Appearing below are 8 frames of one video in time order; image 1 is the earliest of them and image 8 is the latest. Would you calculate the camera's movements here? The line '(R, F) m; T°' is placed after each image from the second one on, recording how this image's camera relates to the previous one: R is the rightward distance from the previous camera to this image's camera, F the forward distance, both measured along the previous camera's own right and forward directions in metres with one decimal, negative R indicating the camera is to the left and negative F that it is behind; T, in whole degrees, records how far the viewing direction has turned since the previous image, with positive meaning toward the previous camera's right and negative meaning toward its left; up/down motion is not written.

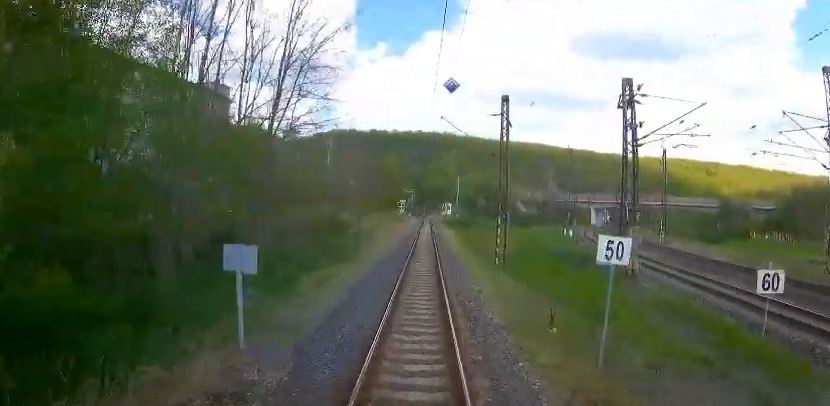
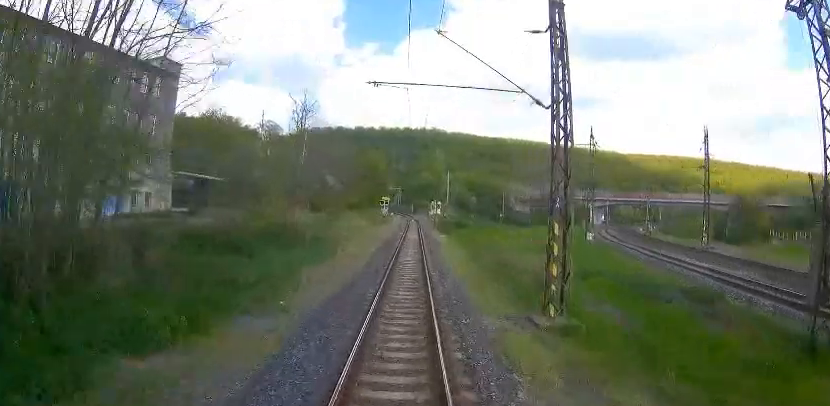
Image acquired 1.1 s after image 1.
(0.0, +11.3) m; -1°
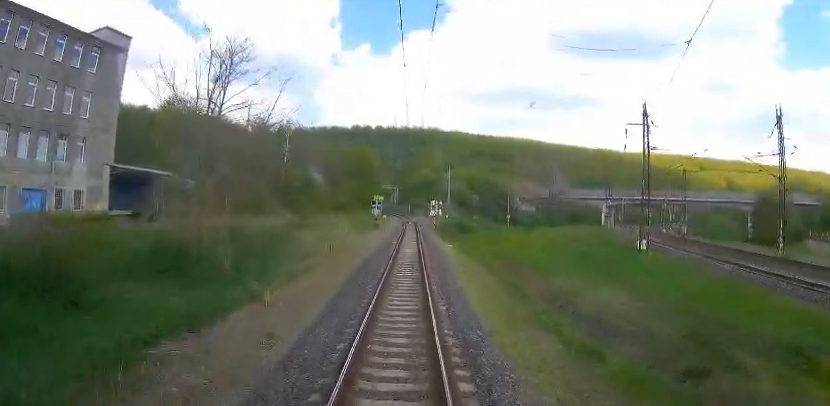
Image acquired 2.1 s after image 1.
(-0.1, +11.2) m; 0°
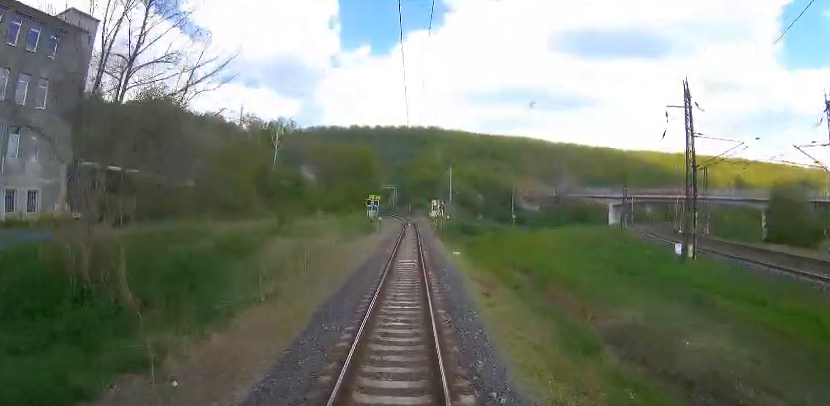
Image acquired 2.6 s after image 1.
(+0.1, +5.8) m; 0°
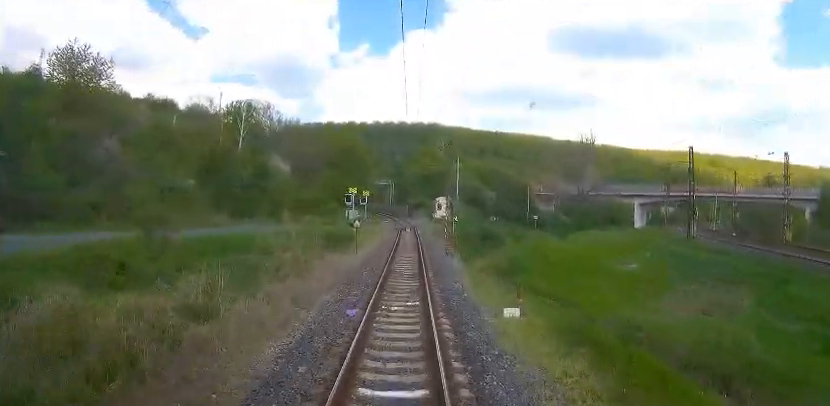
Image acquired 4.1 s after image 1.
(+0.1, +16.5) m; +2°
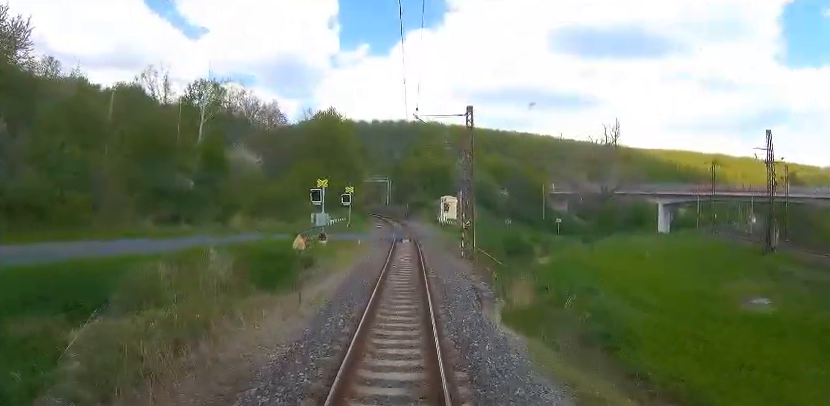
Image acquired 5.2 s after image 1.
(+0.4, +12.4) m; +1°
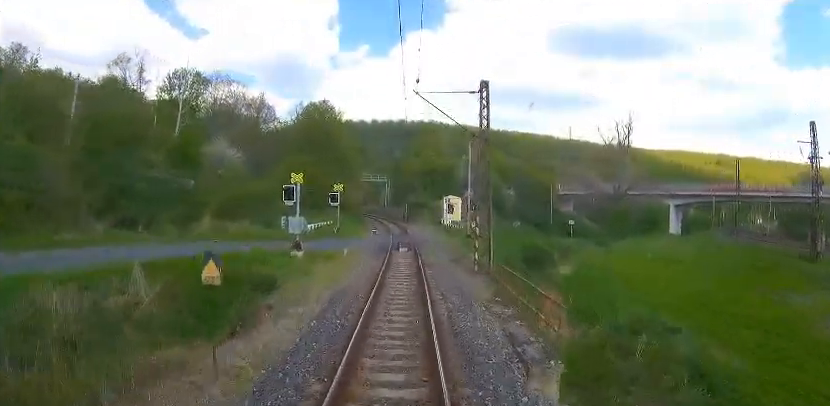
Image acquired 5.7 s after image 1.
(+0.2, +5.3) m; -1°
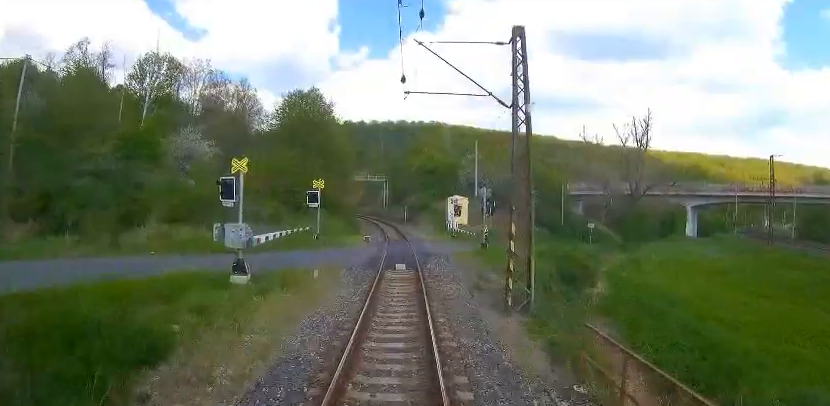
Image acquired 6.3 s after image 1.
(-0.3, +6.7) m; -1°
